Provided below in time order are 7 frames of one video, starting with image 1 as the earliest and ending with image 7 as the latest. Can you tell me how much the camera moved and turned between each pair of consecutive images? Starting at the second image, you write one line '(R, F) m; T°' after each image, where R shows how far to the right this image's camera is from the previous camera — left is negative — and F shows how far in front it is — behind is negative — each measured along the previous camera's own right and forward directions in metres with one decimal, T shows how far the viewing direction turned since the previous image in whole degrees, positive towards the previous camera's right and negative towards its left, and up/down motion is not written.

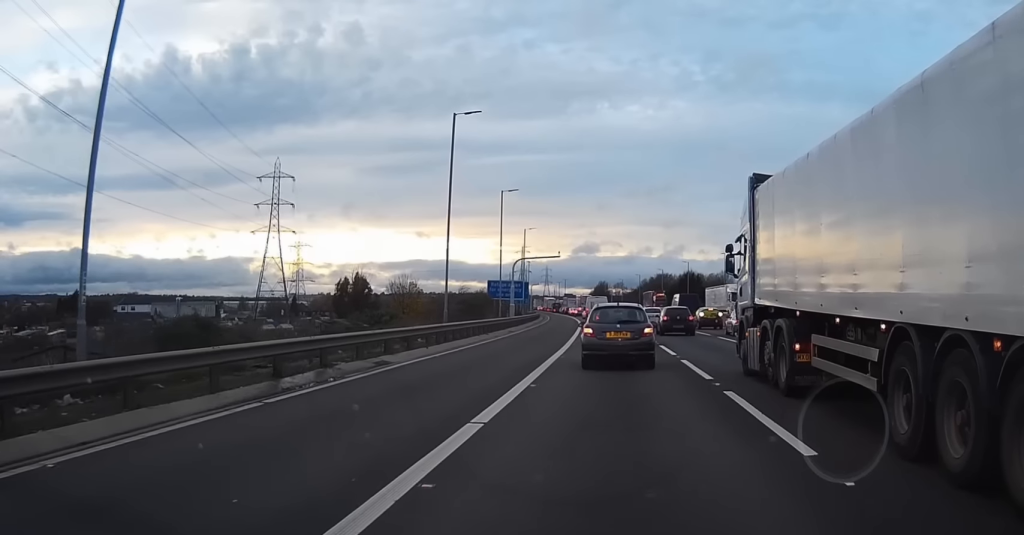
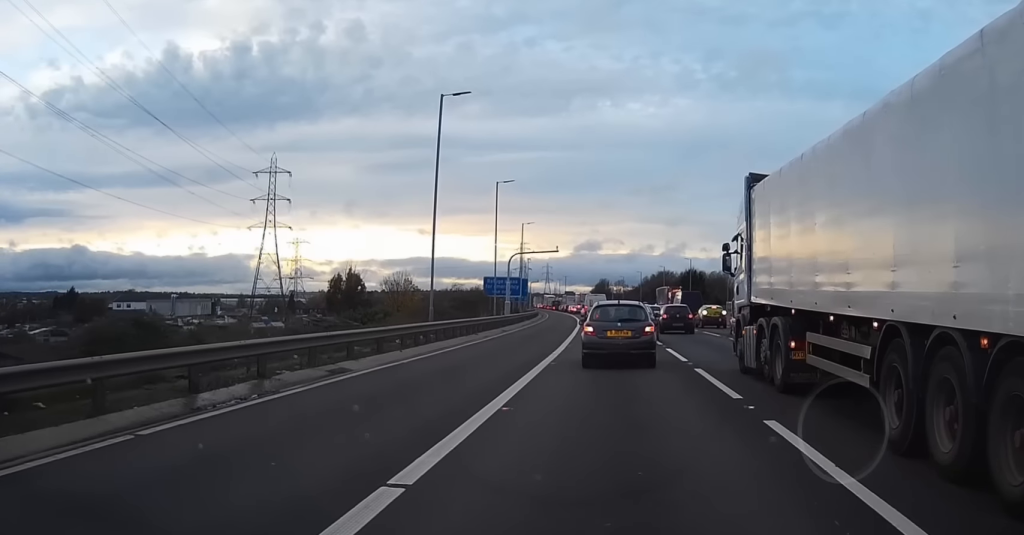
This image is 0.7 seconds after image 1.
(0.0, +4.2) m; +2°
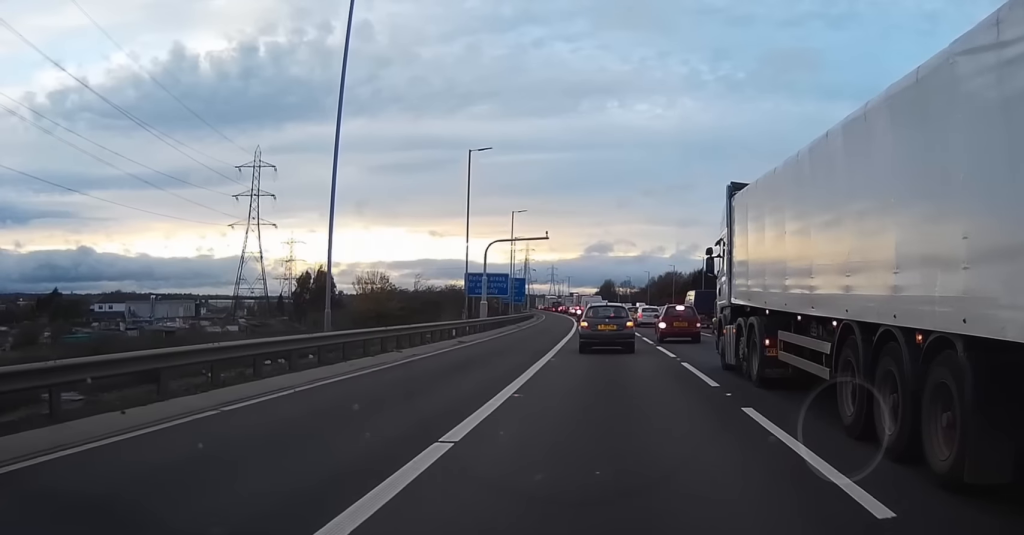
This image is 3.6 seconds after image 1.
(-0.2, +15.9) m; -3°
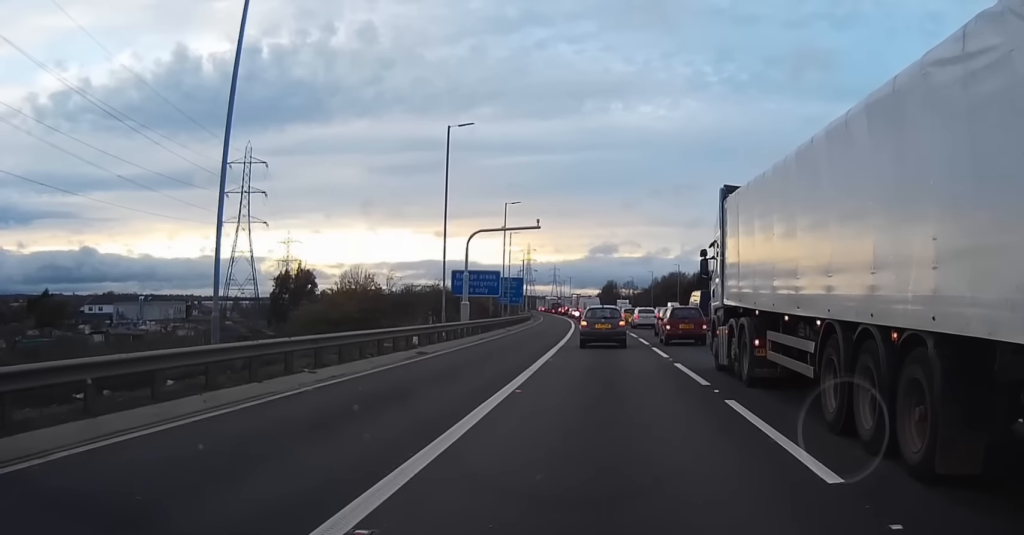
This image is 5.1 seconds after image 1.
(+0.3, +9.3) m; +2°
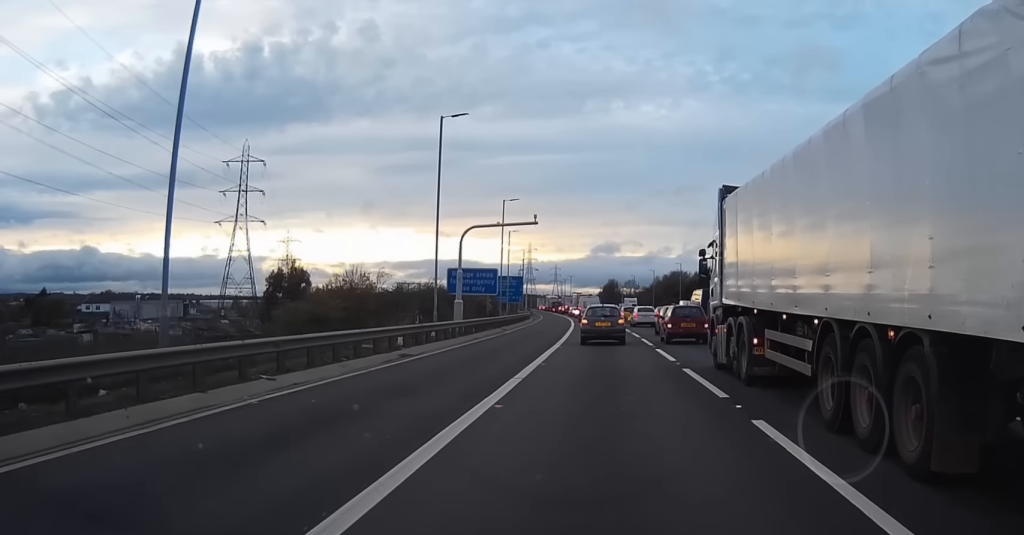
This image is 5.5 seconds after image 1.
(0.0, +3.2) m; 0°
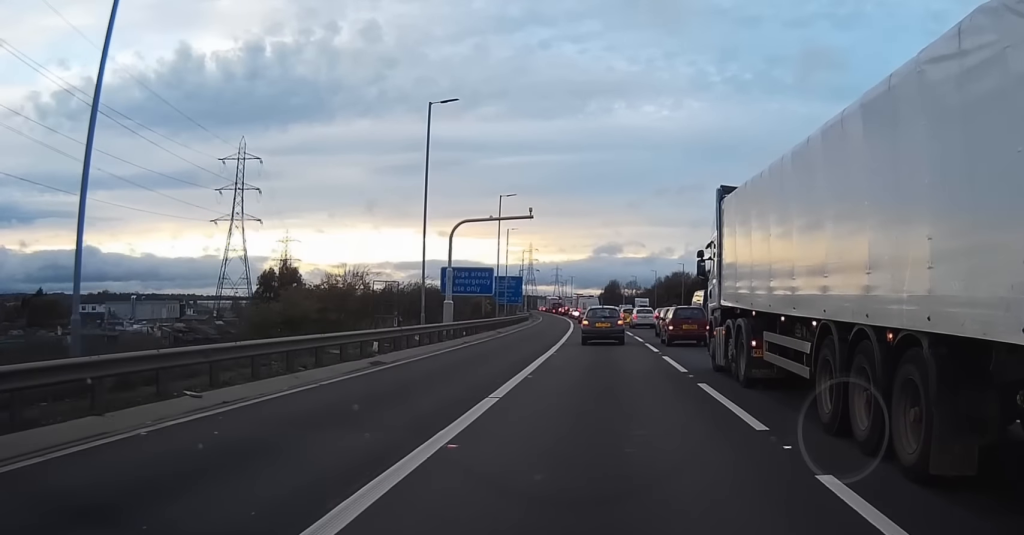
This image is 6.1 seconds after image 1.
(-0.1, +4.1) m; 0°
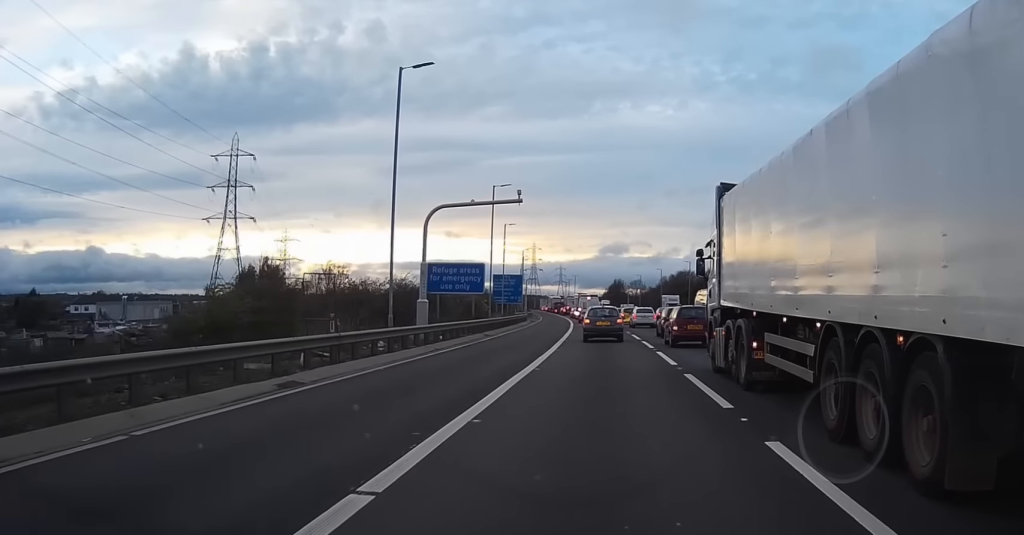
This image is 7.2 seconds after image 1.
(+0.1, +6.9) m; +1°
